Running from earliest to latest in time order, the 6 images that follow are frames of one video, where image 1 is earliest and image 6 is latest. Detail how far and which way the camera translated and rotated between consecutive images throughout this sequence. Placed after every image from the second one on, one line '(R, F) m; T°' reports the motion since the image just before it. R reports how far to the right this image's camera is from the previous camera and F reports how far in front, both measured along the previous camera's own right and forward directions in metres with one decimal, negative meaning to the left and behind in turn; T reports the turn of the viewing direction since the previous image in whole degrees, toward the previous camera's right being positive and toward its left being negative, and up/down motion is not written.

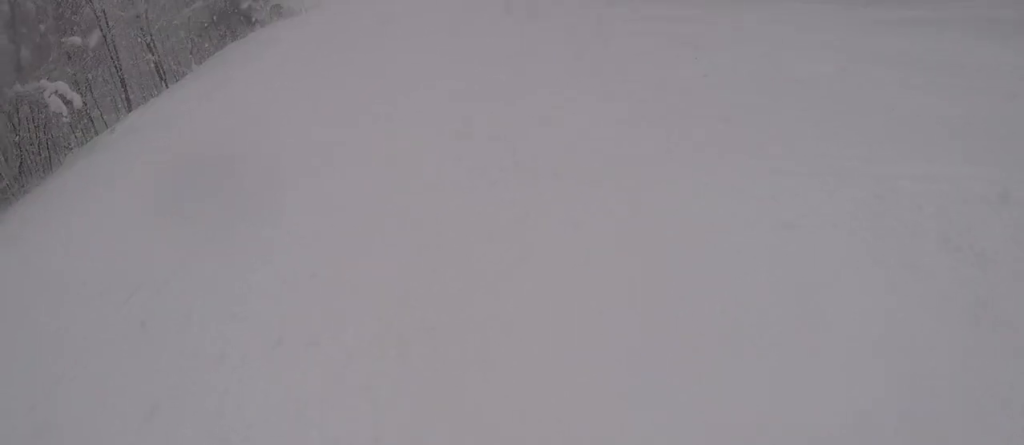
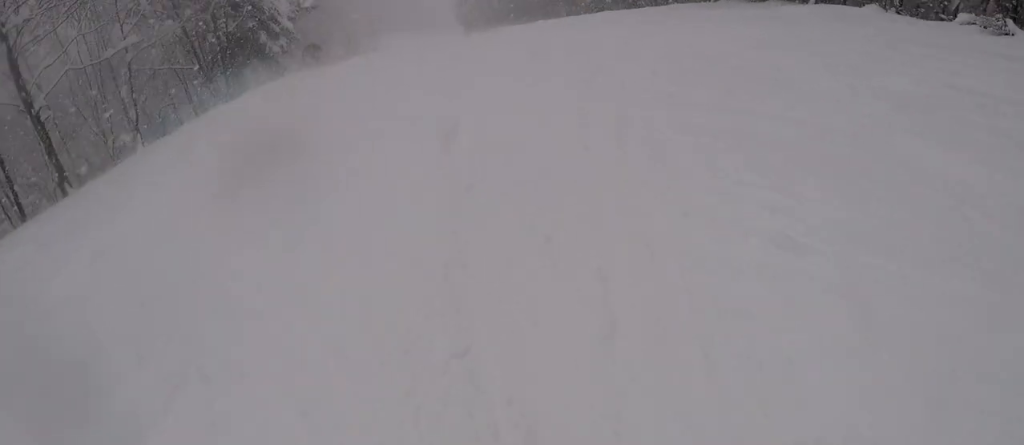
(+1.1, +17.8) m; +13°
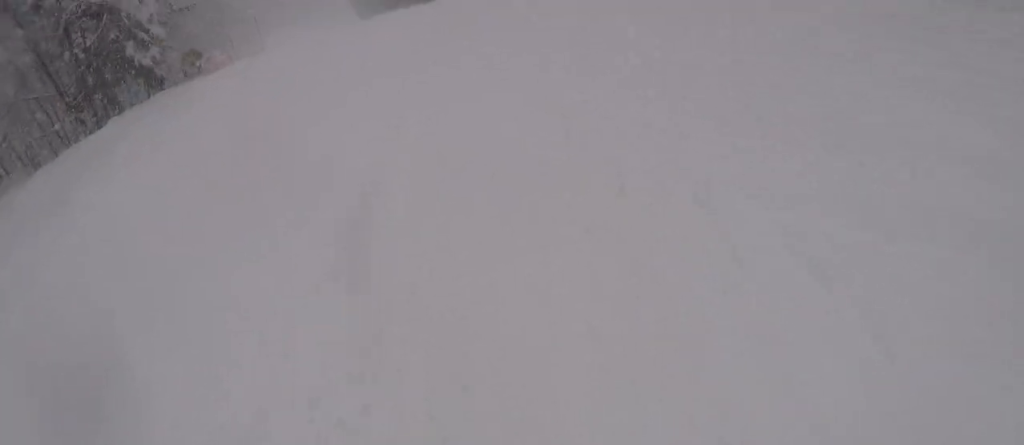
(0.0, +3.3) m; +1°
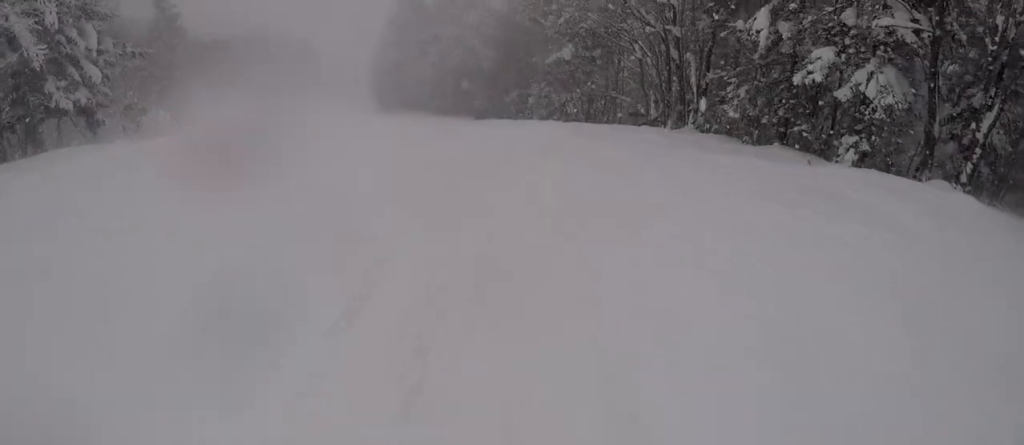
(0.0, +5.5) m; 0°
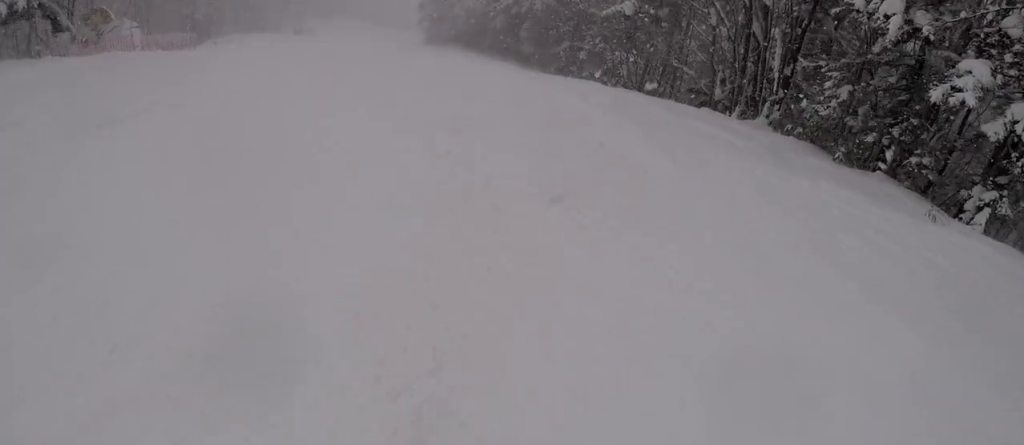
(0.0, +3.7) m; -1°
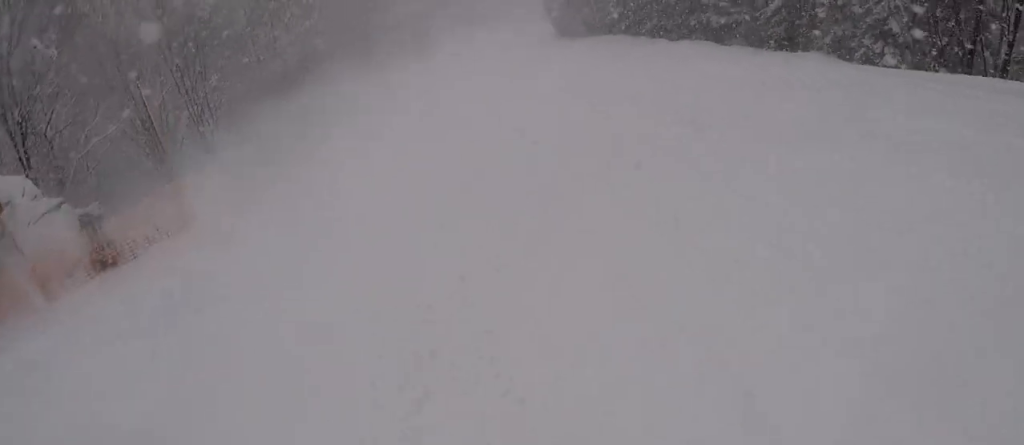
(-2.8, +13.3) m; -10°
